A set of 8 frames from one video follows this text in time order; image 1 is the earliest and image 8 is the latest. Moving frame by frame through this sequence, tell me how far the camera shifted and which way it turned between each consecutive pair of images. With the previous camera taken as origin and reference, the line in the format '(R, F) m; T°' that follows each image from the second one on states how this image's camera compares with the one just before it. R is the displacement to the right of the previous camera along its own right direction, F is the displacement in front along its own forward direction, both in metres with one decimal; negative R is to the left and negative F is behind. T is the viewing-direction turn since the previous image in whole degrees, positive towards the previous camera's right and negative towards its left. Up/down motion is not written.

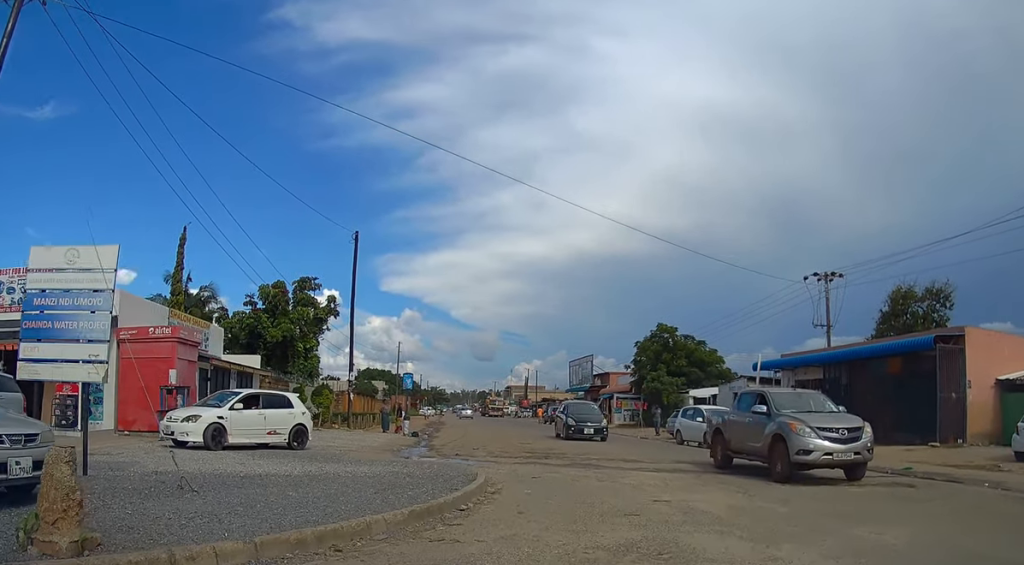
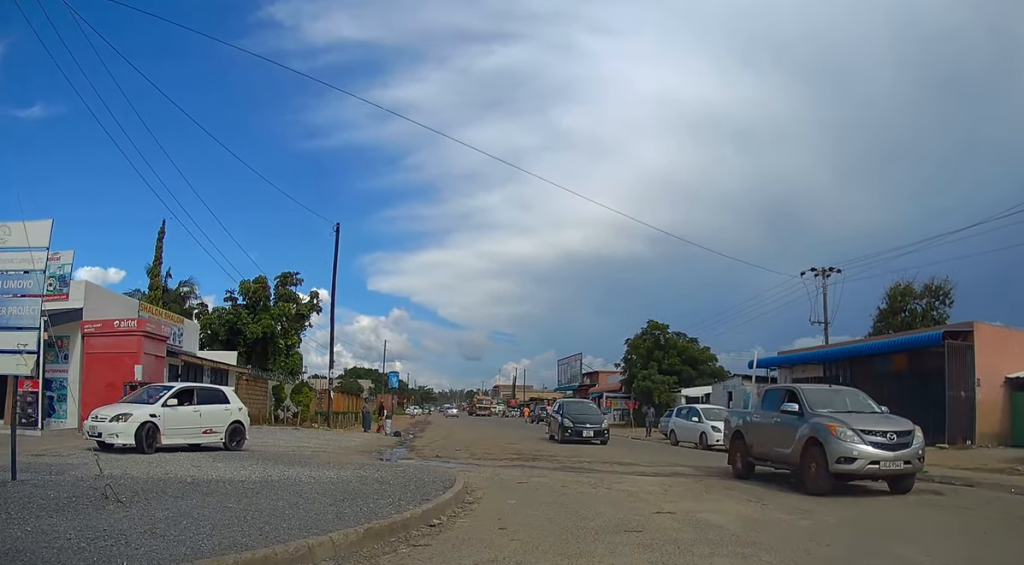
(+0.1, +1.5) m; +3°
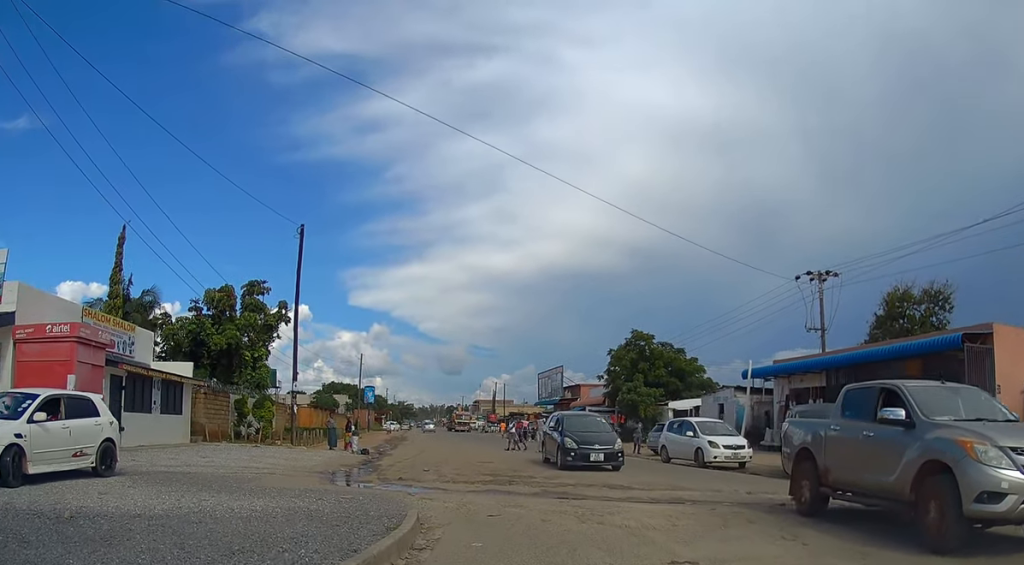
(+0.1, +2.4) m; +1°
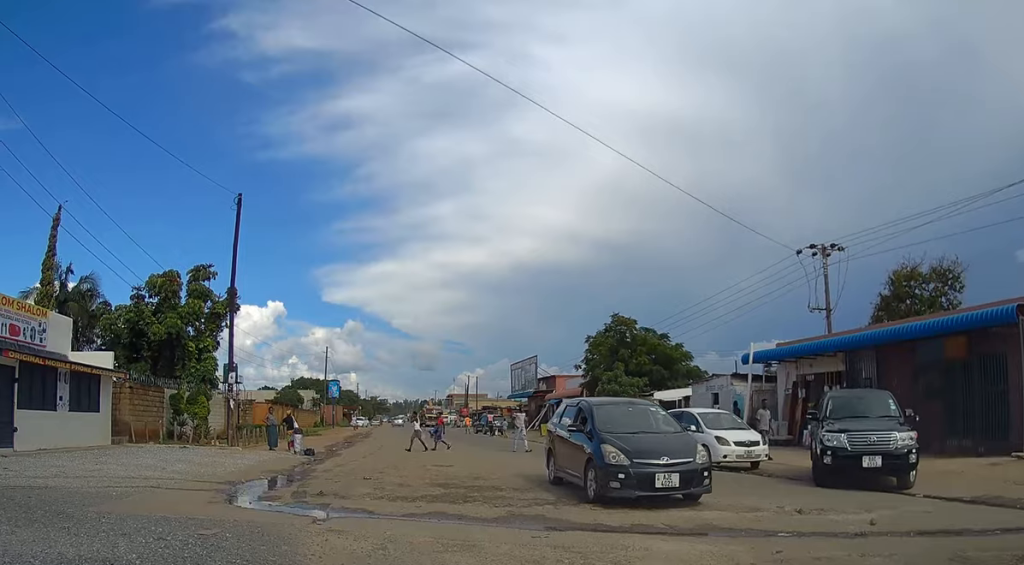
(0.0, +3.8) m; +1°
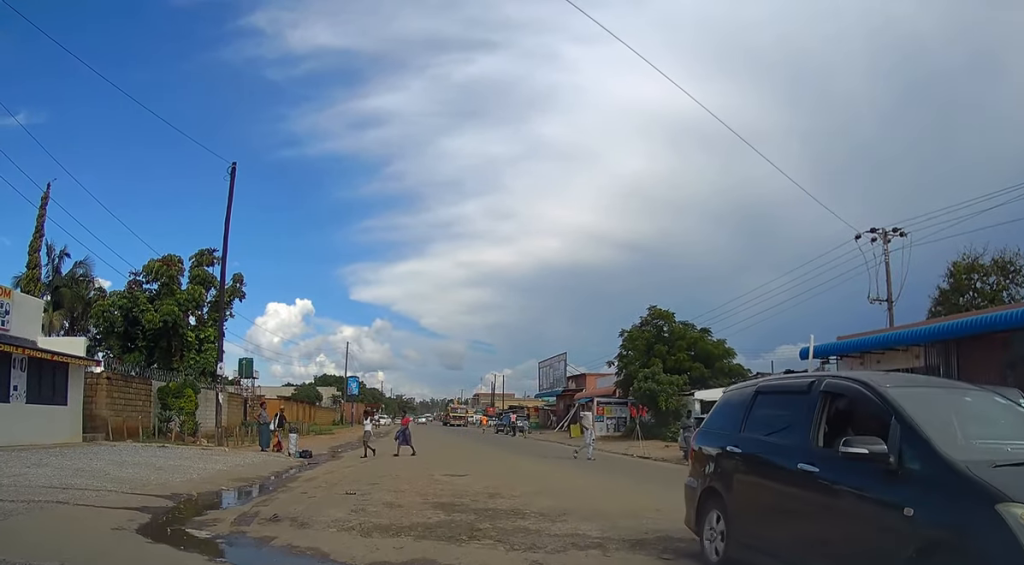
(-0.1, +3.3) m; -5°
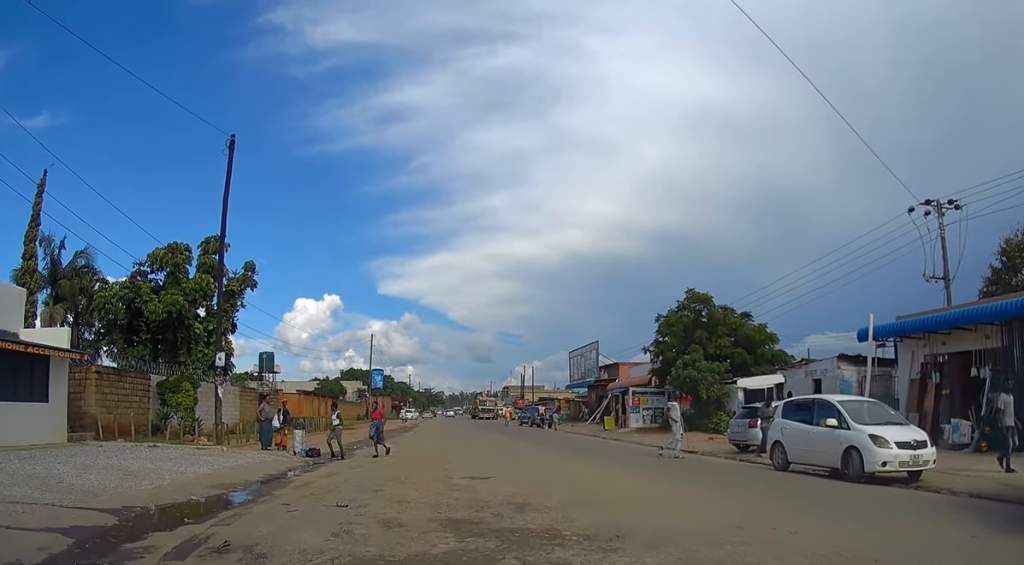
(+0.1, +2.3) m; +2°
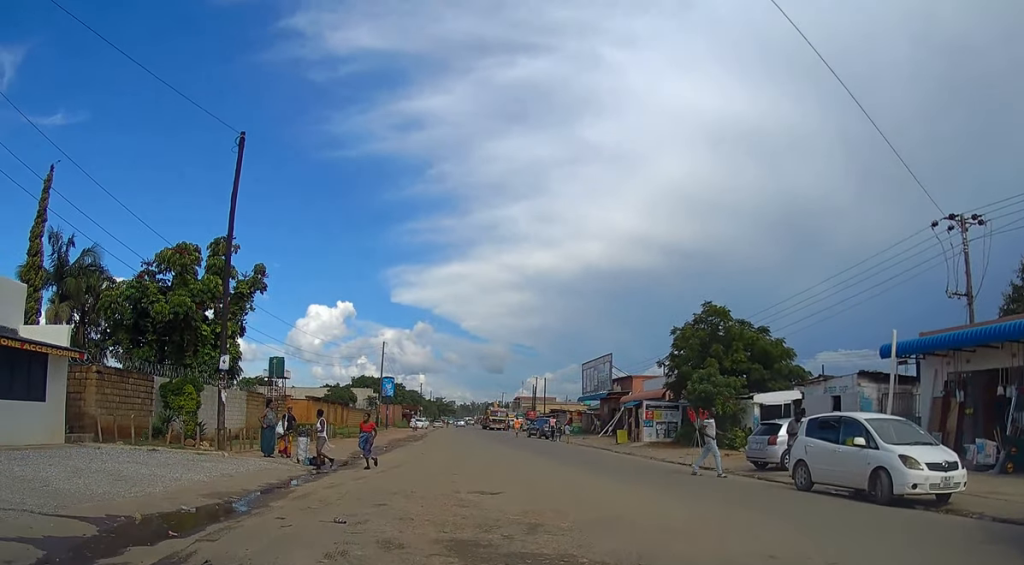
(0.0, +0.7) m; 0°
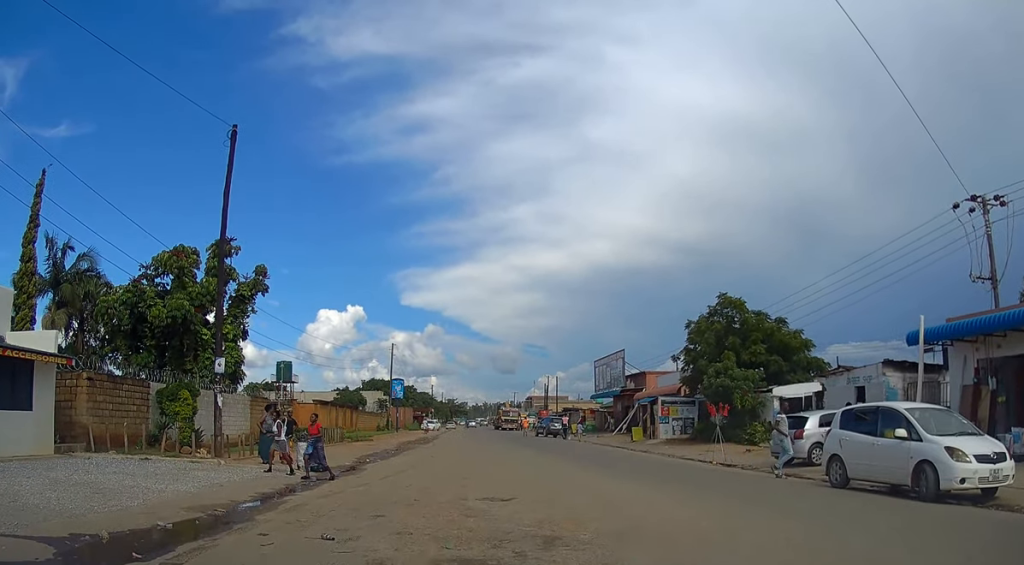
(-0.1, +1.2) m; 0°
